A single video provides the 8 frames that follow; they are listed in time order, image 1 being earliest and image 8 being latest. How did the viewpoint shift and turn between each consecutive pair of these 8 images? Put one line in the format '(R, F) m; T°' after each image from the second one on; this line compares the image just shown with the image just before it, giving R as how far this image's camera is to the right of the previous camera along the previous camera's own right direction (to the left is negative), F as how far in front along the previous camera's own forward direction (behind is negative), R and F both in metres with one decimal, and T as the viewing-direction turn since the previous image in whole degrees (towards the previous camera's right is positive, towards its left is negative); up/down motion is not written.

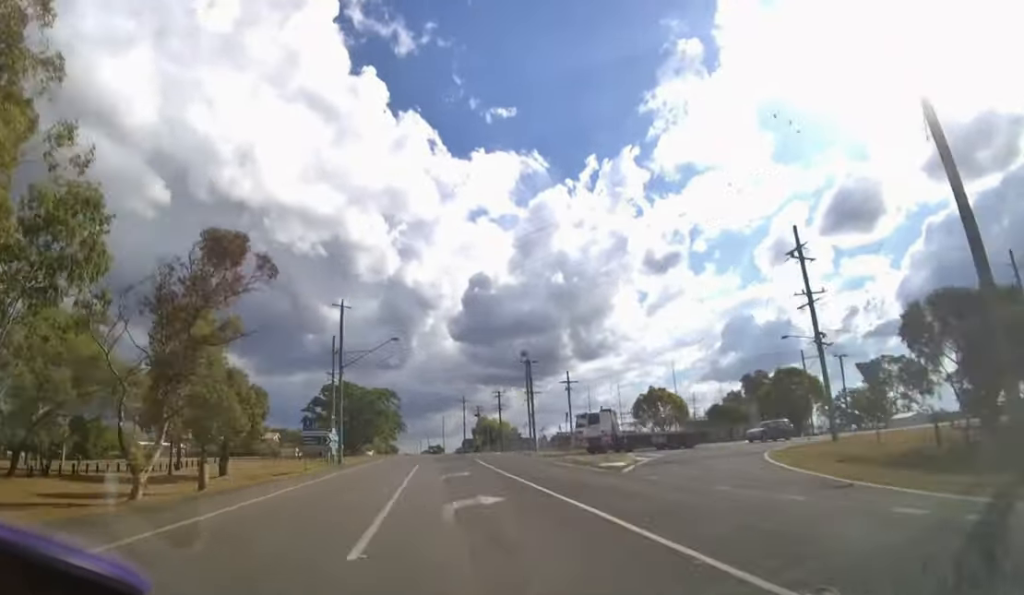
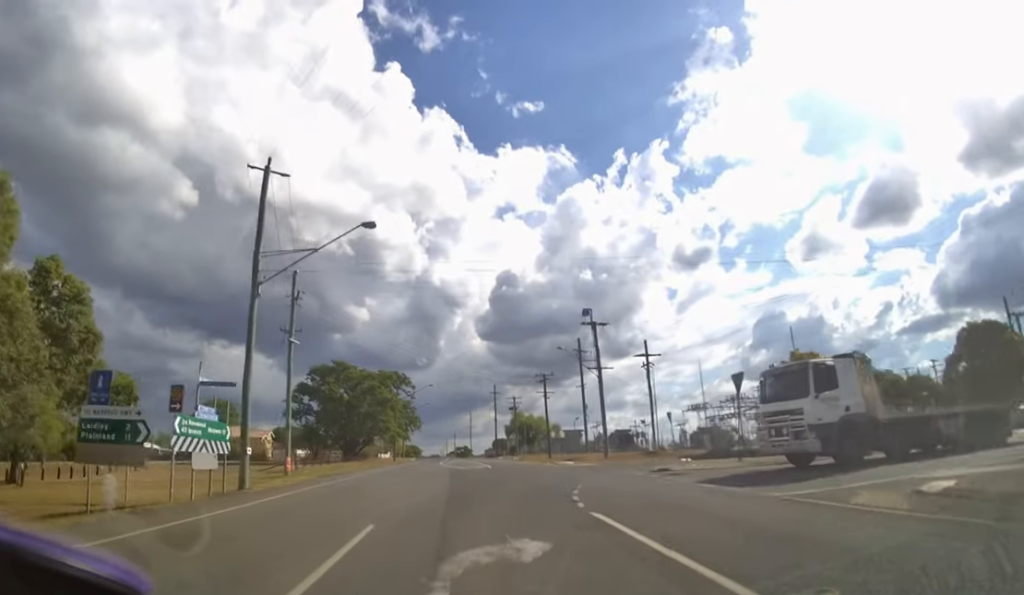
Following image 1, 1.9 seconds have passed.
(-0.3, +21.0) m; 0°
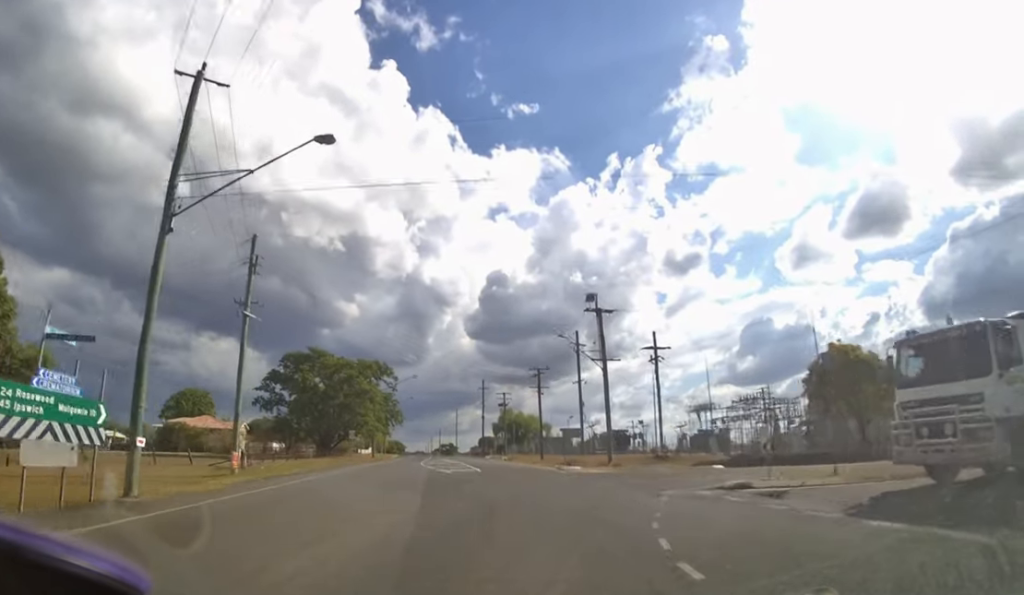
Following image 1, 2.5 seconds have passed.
(-0.1, +5.5) m; +2°
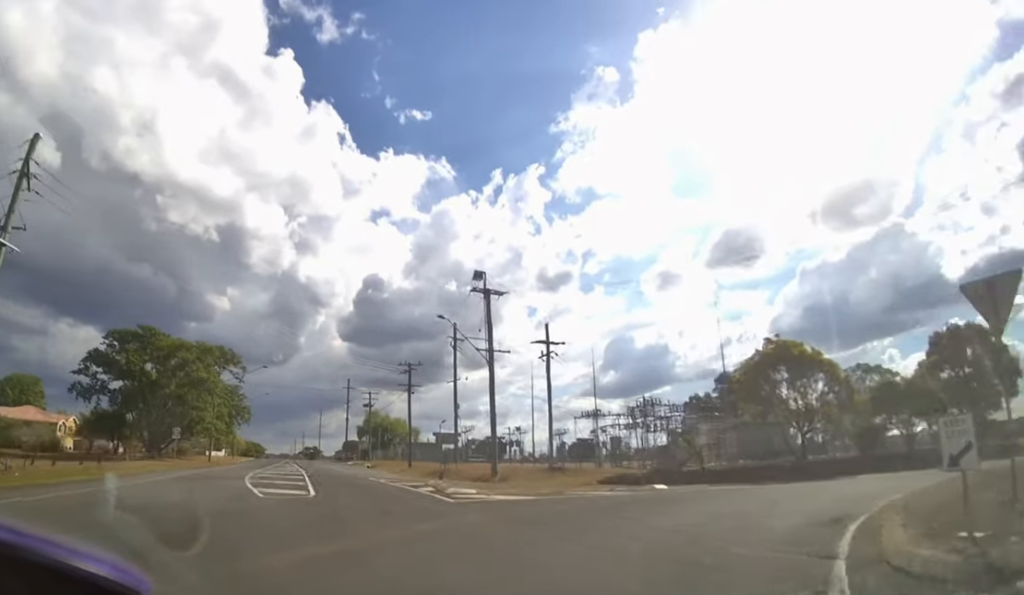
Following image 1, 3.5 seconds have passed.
(+0.6, +8.9) m; +13°
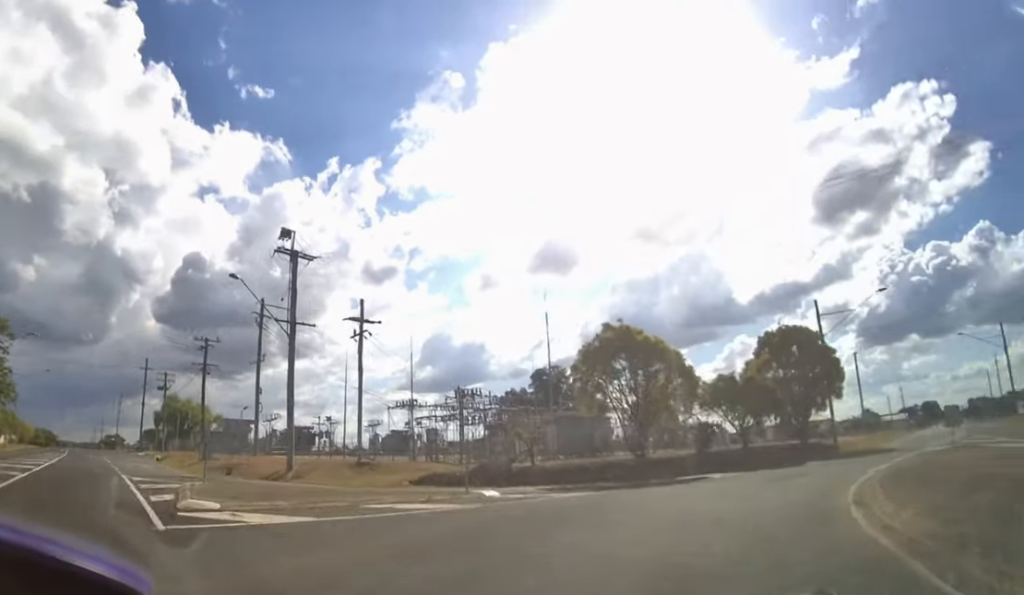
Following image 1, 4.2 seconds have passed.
(+0.6, +5.3) m; +18°
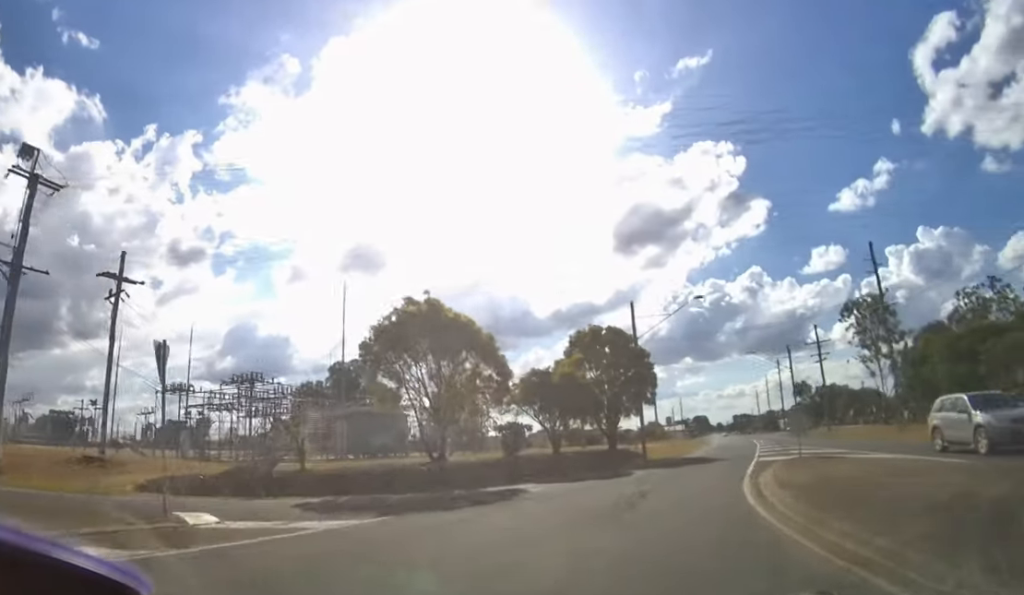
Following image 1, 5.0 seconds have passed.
(+1.3, +5.1) m; +24°
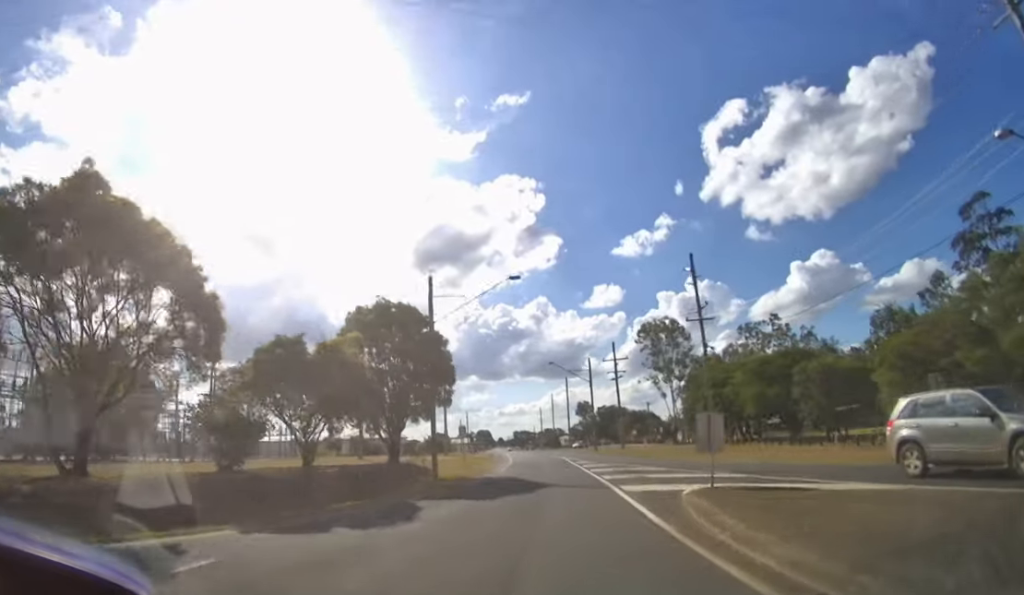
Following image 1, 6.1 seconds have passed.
(+2.5, +8.0) m; +25°
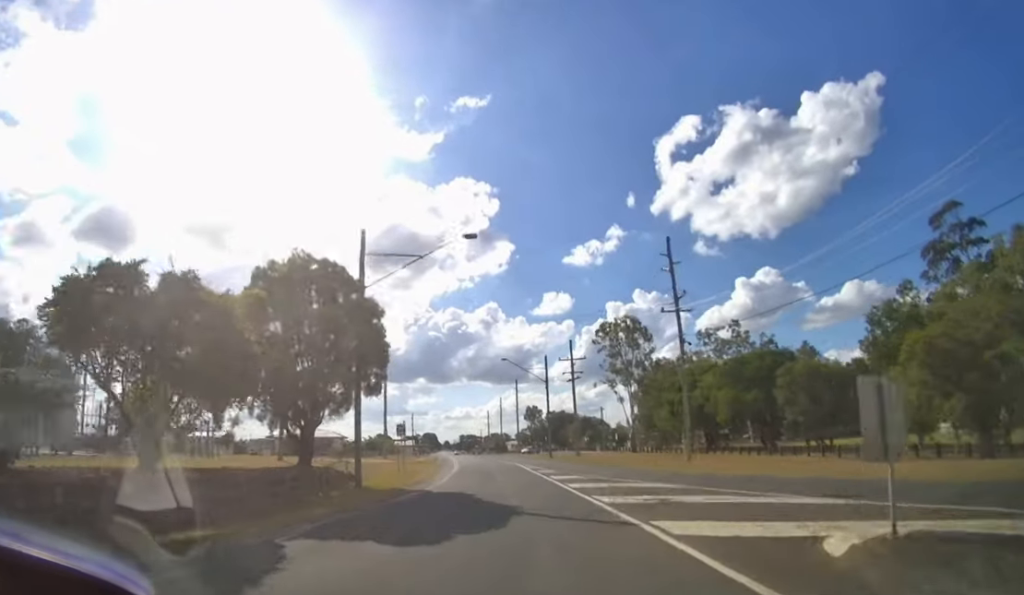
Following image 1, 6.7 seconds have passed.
(+0.5, +5.9) m; +7°
